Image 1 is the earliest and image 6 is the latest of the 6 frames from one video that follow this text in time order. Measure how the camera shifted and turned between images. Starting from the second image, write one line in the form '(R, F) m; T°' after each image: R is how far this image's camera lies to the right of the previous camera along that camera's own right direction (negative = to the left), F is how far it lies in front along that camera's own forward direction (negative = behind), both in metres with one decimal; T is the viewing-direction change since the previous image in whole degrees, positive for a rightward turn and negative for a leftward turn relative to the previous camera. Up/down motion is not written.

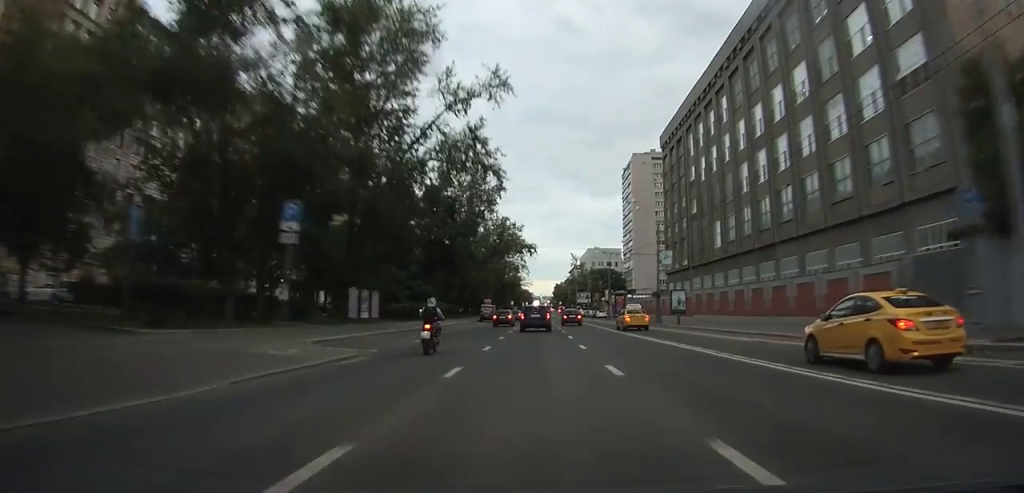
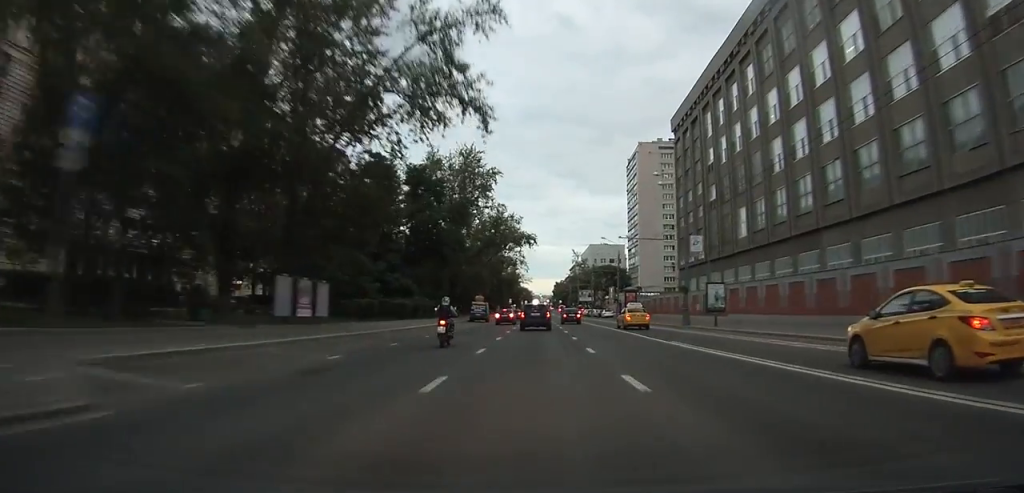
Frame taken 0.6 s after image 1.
(-0.1, +10.8) m; 0°
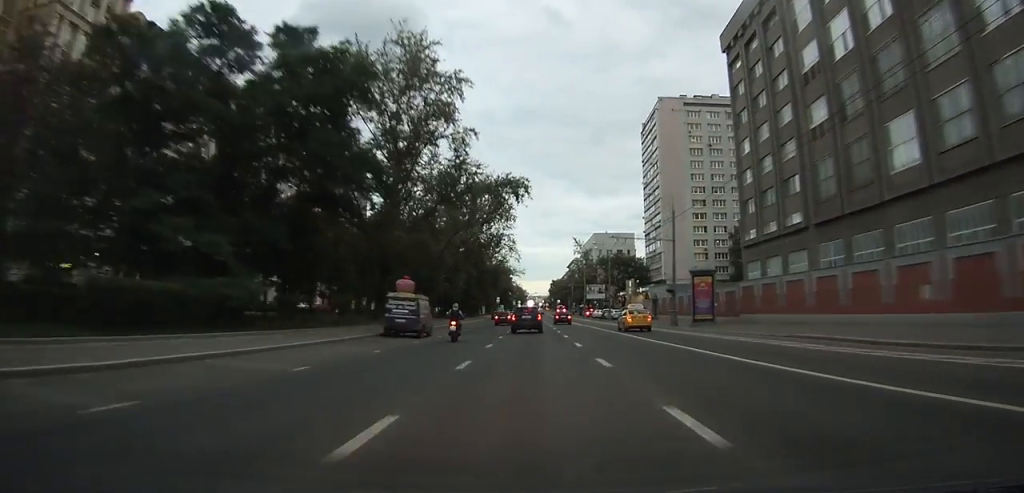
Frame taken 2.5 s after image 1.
(+0.3, +36.2) m; +1°
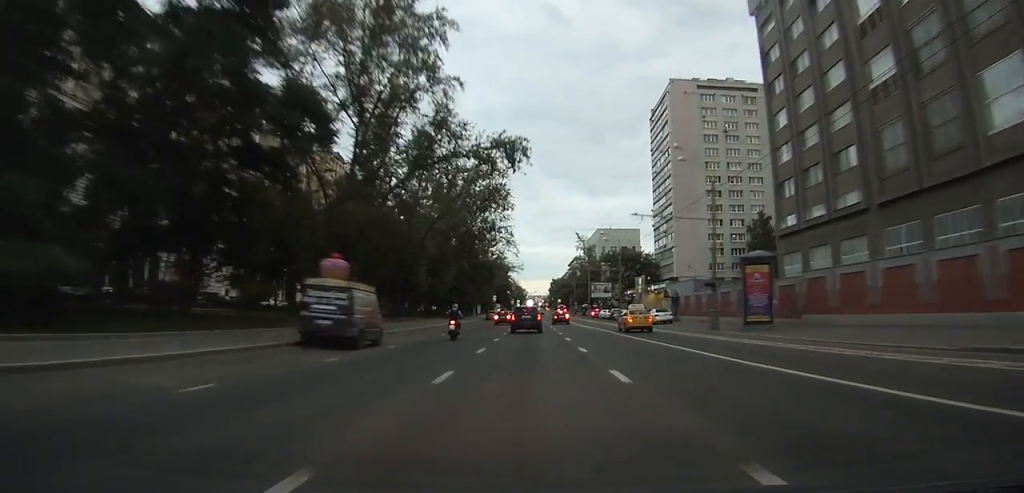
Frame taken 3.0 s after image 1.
(+0.1, +10.8) m; 0°
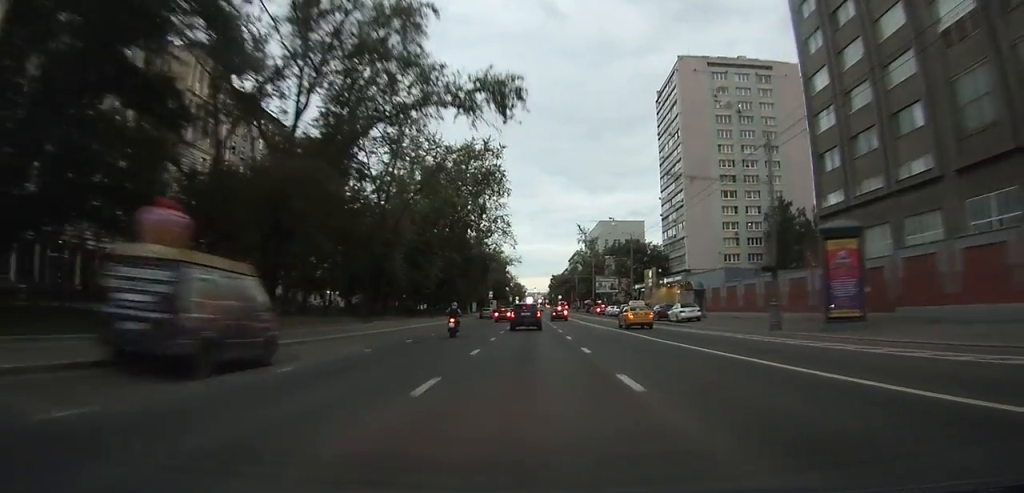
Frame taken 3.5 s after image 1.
(0.0, +9.5) m; 0°
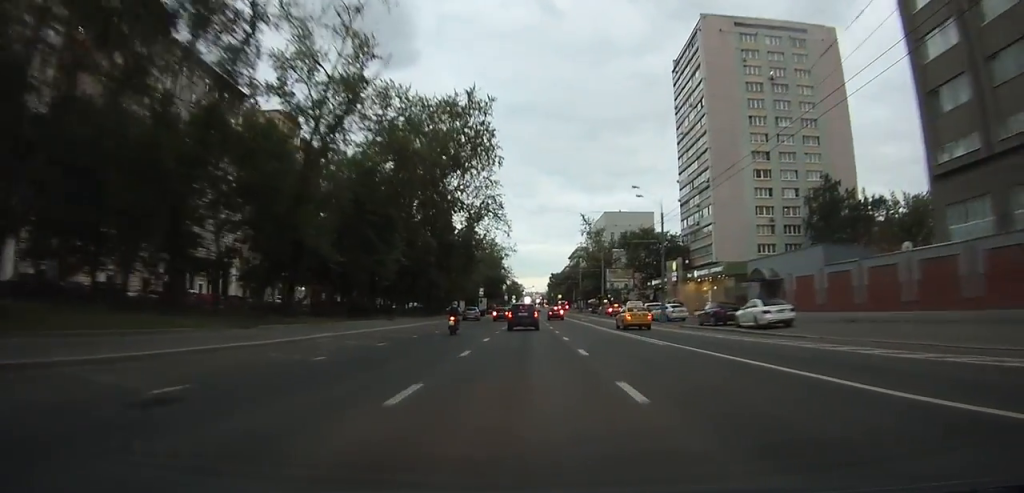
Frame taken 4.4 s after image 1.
(0.0, +17.0) m; 0°
